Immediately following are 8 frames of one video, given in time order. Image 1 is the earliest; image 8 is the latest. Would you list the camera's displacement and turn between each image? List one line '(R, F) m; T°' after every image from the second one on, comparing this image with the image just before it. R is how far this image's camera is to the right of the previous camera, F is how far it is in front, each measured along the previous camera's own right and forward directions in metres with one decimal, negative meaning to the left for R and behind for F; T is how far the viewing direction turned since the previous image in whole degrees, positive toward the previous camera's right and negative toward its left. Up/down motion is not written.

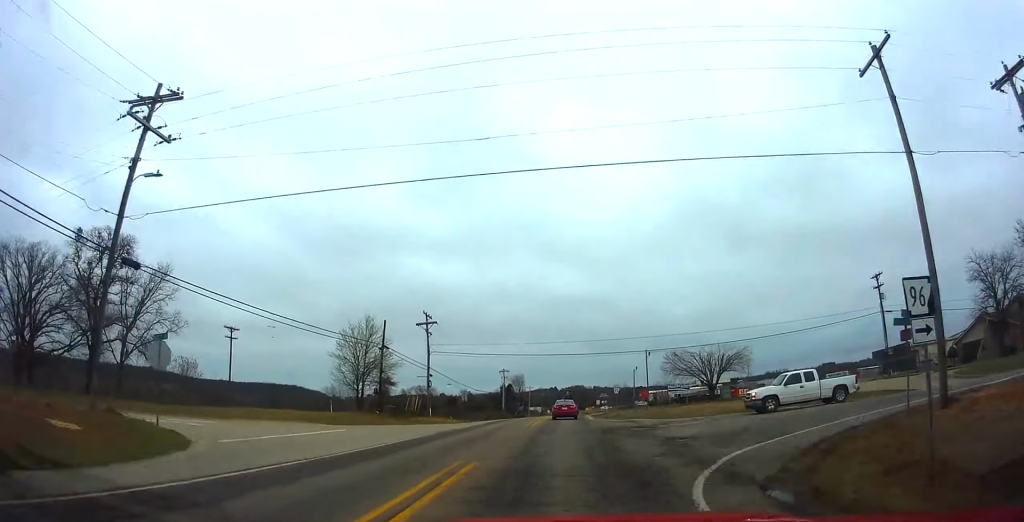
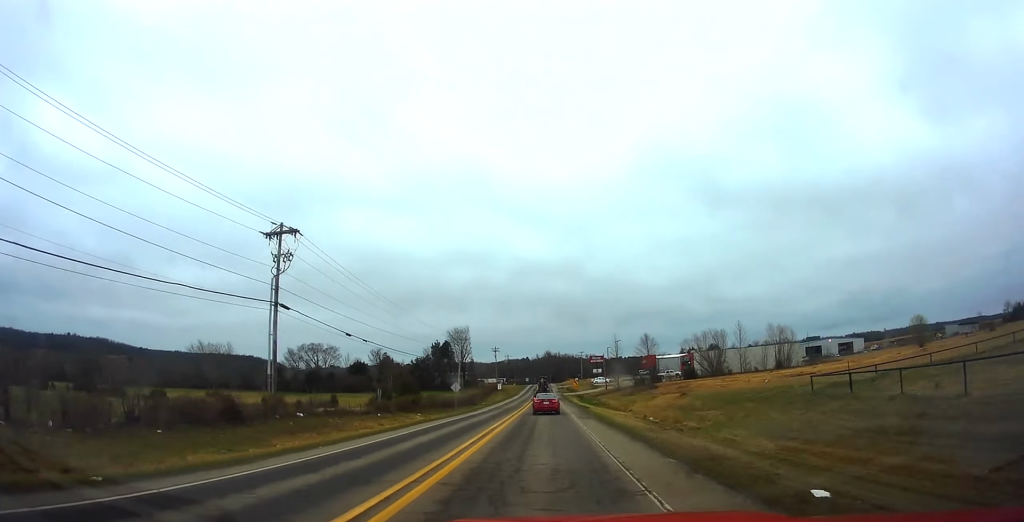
(+6.2, +100.6) m; +4°
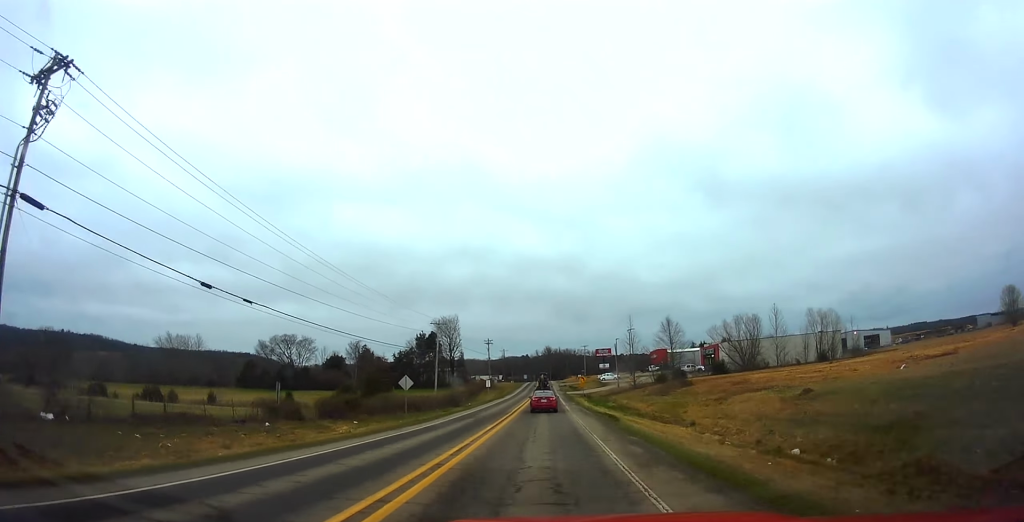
(0.0, +19.6) m; 0°
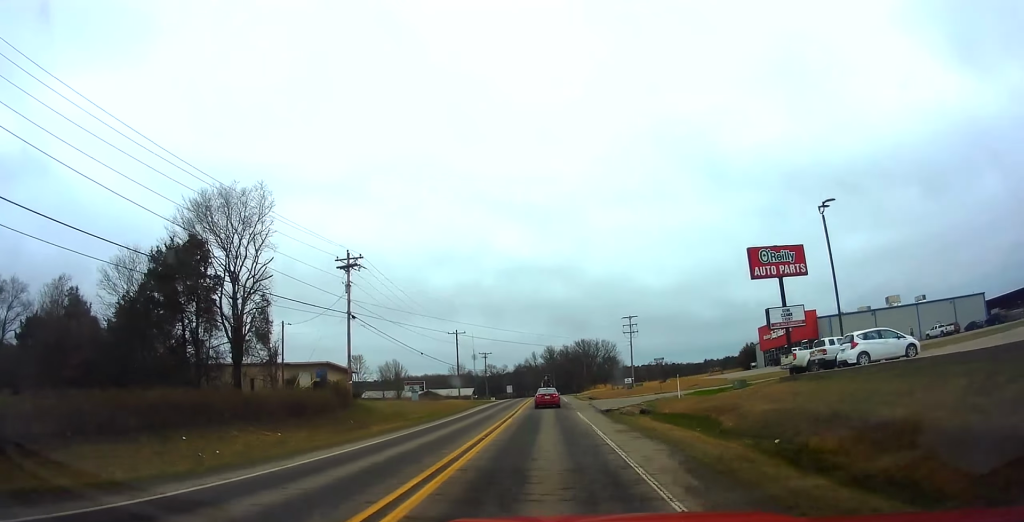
(-0.6, +106.2) m; -1°
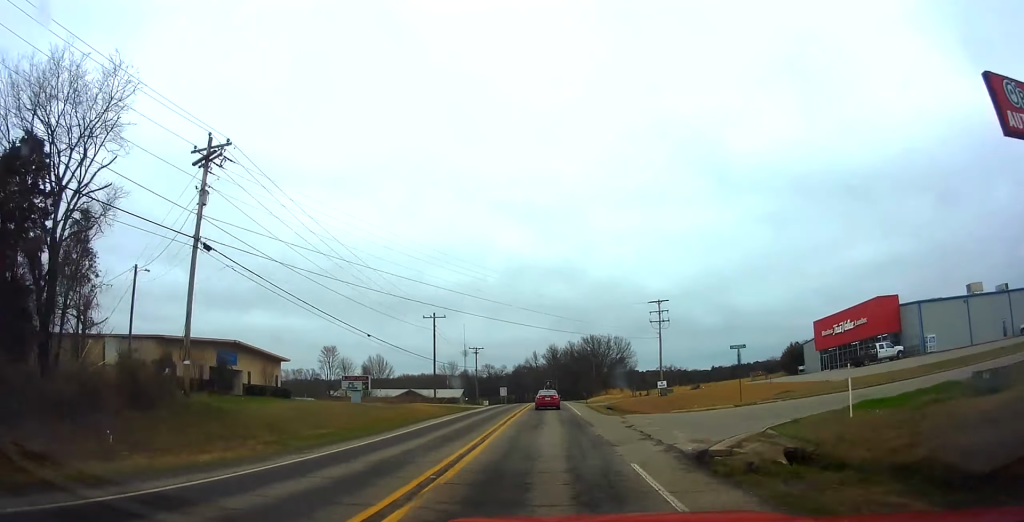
(-0.3, +21.8) m; 0°
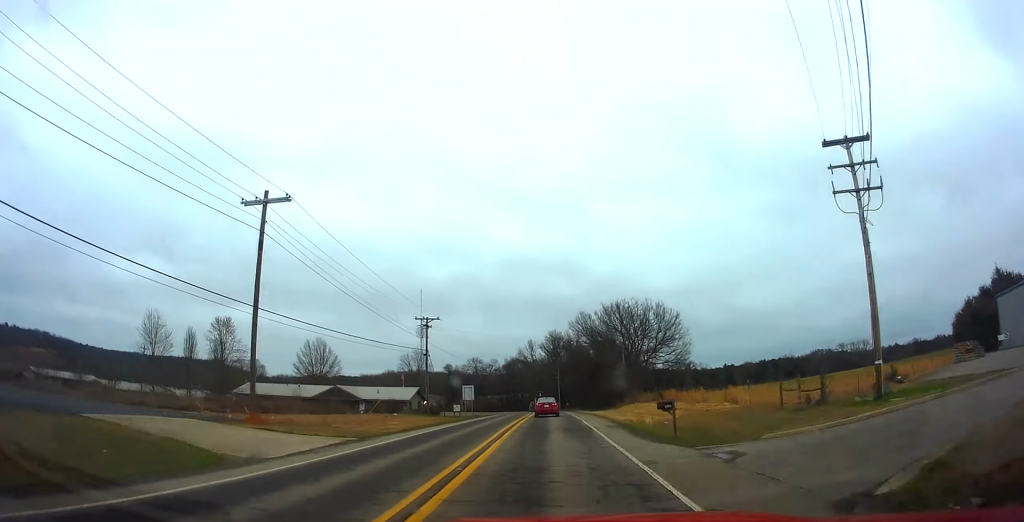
(+0.5, +47.6) m; +1°
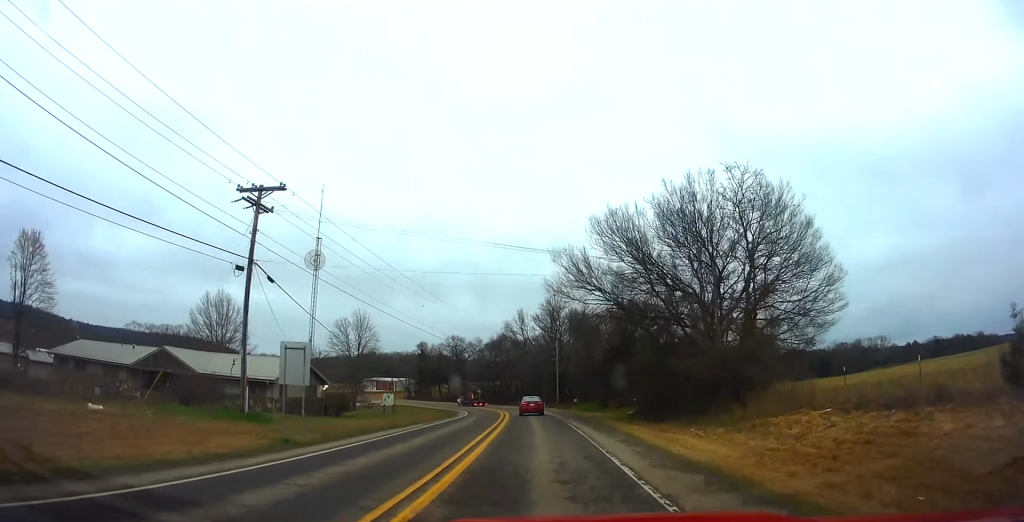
(+0.2, +41.6) m; -1°
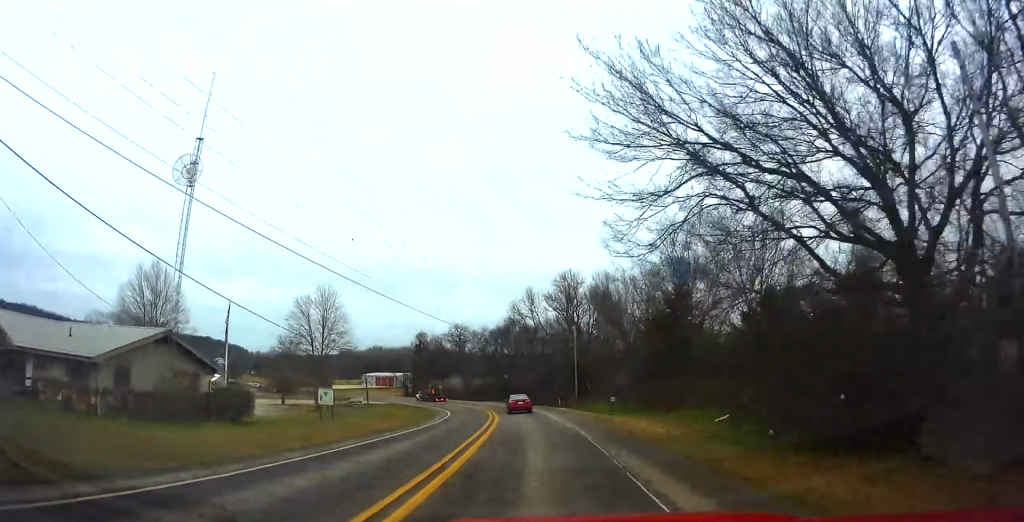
(+0.6, +20.9) m; -1°
